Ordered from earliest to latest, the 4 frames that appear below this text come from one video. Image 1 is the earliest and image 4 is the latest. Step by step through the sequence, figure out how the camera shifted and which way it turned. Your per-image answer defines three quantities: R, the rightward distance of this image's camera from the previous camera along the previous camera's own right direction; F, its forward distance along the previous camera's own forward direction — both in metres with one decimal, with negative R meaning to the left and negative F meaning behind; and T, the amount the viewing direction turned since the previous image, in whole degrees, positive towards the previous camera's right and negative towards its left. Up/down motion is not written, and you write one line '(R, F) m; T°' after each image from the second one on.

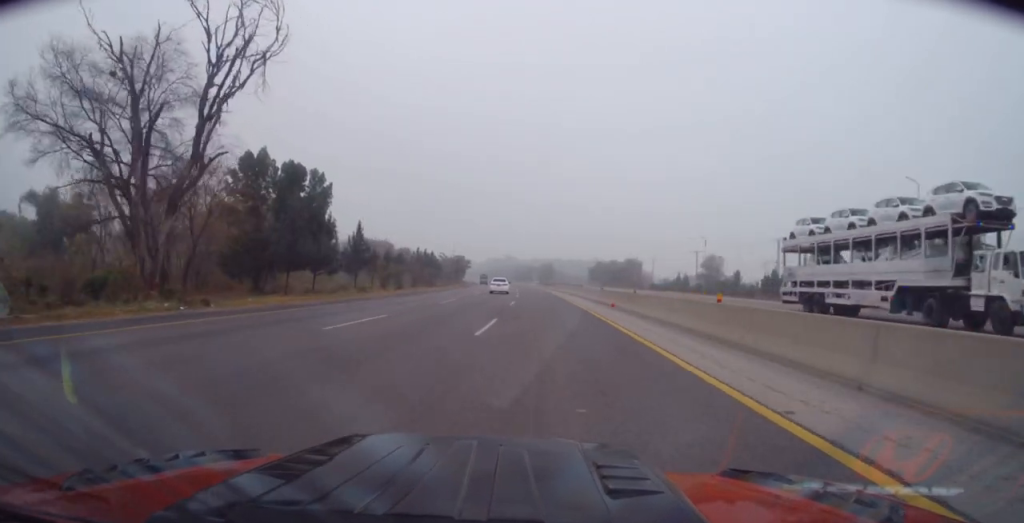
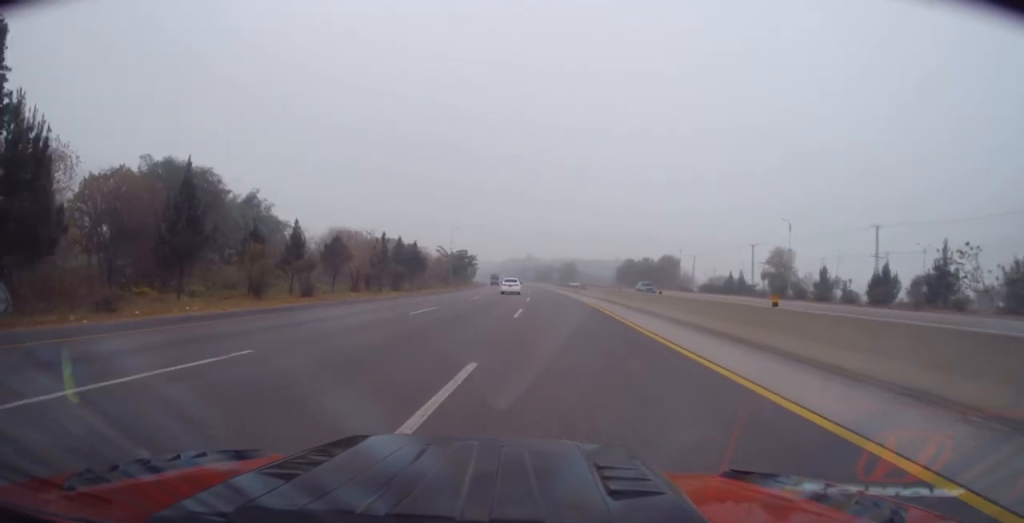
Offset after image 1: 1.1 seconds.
(-0.6, +28.7) m; -2°
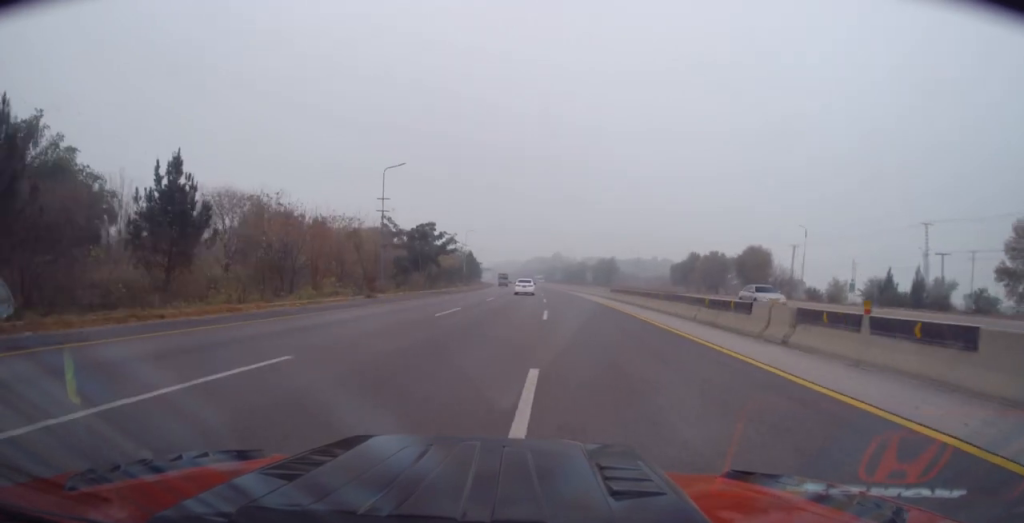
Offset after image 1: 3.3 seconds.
(-1.3, +54.7) m; -2°
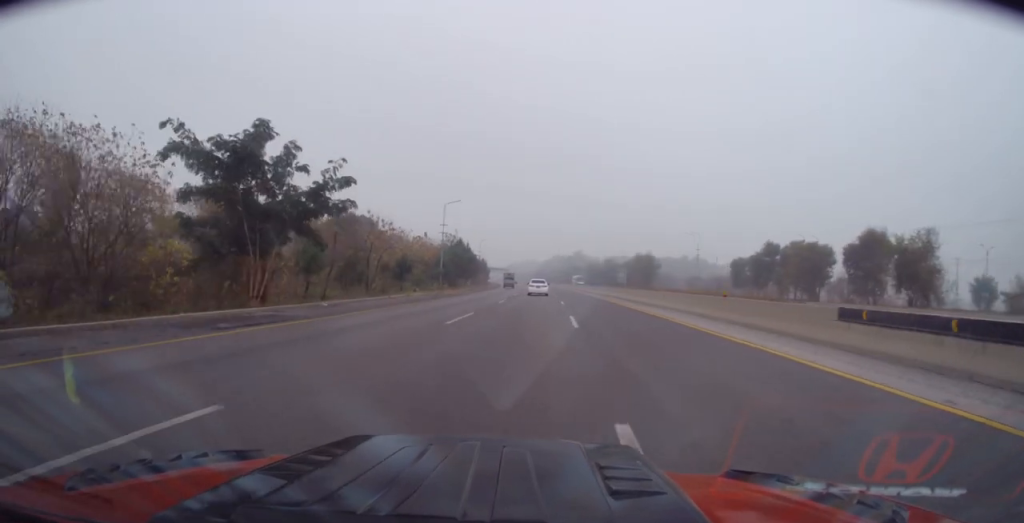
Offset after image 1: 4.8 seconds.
(-0.4, +39.5) m; -2°
